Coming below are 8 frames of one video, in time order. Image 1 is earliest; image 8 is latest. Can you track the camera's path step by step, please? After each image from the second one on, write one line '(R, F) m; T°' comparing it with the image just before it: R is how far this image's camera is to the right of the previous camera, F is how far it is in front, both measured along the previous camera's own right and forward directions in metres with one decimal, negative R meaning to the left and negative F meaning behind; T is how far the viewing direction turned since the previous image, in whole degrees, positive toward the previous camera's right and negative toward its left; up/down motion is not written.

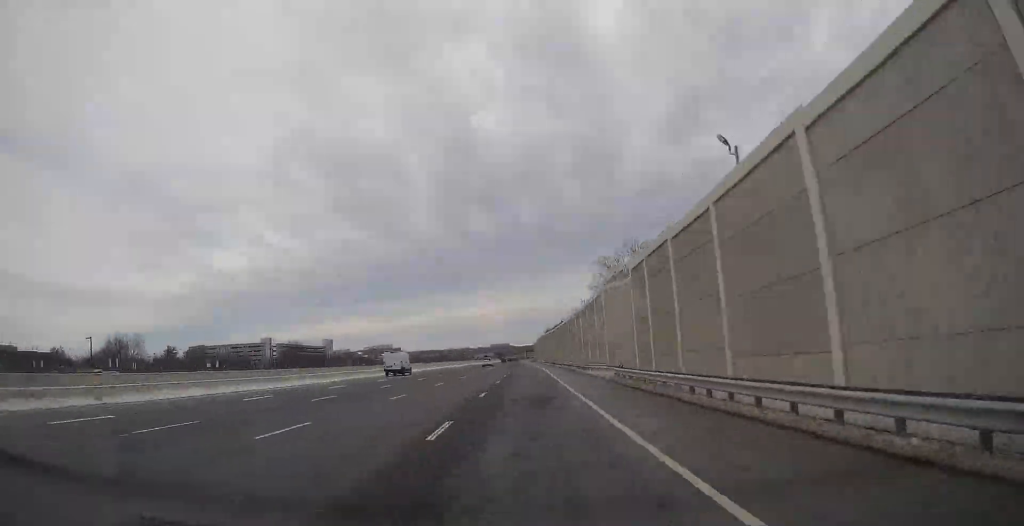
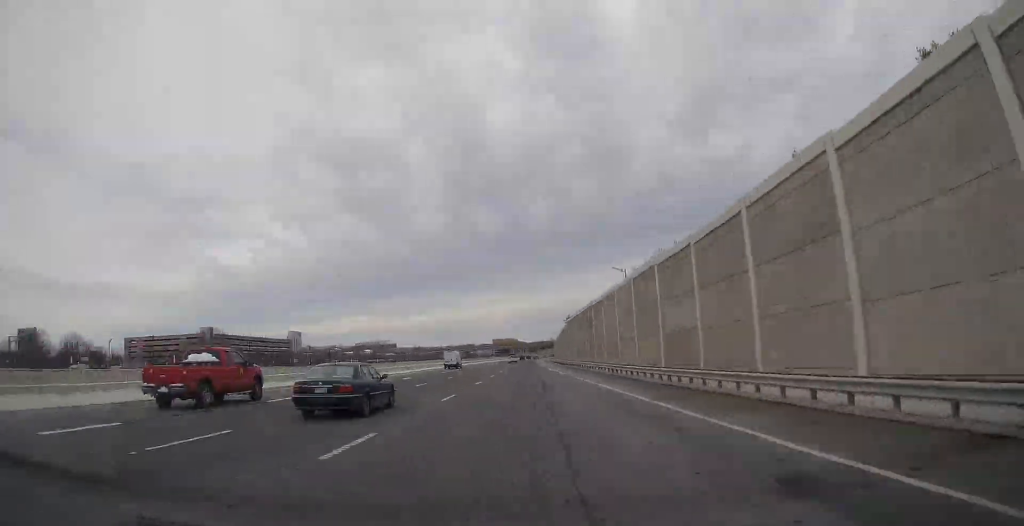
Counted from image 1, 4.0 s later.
(+0.8, +105.3) m; +1°
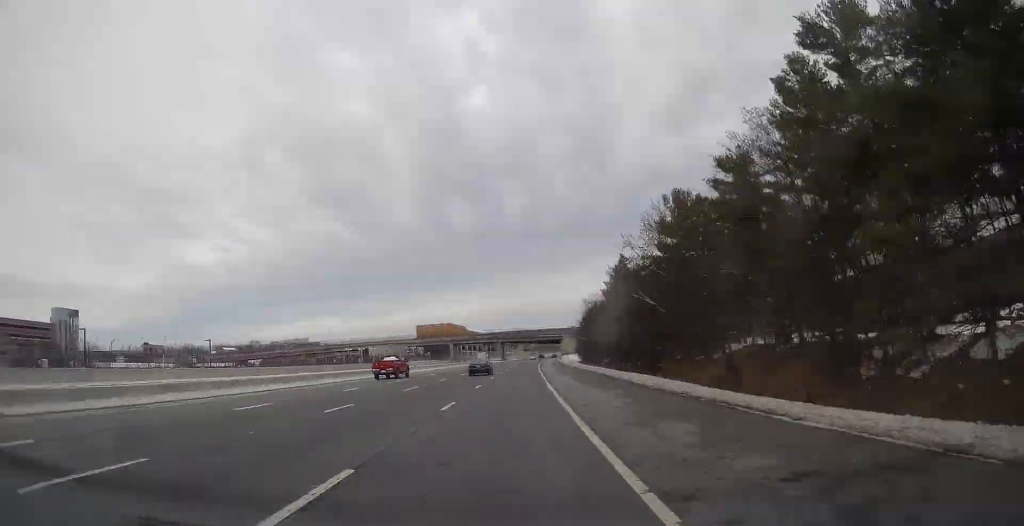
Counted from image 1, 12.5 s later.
(+5.9, +228.3) m; +4°
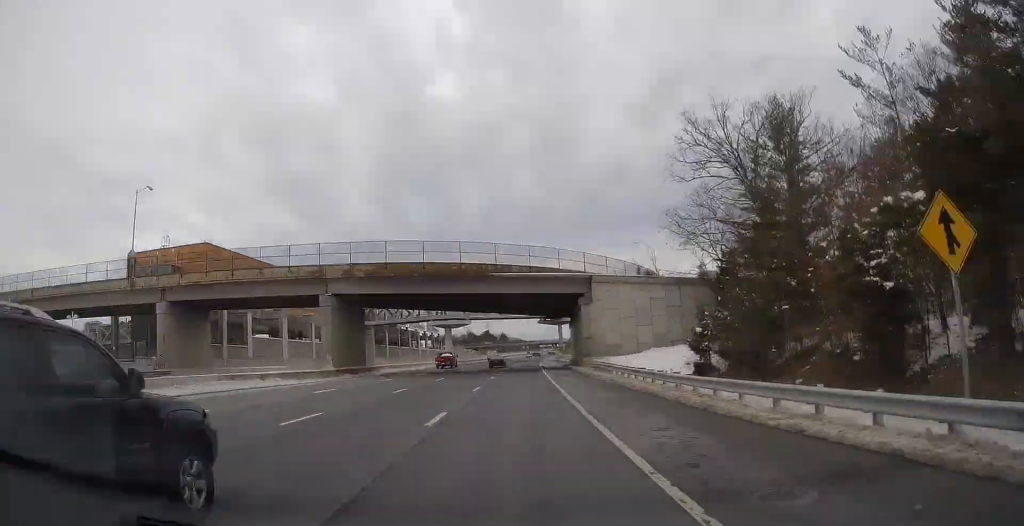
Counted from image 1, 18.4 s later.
(+4.4, +158.6) m; +4°
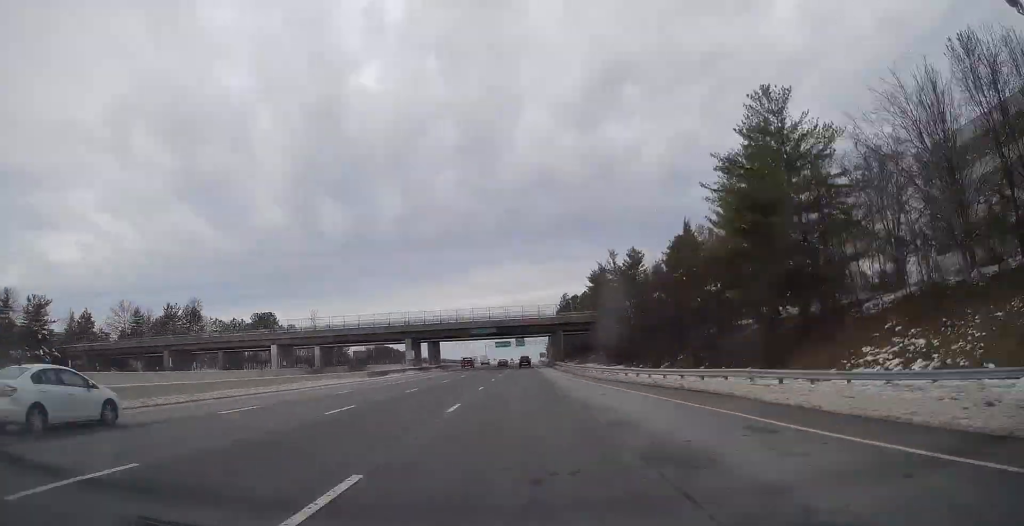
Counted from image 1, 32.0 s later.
(+28.1, +374.9) m; +7°
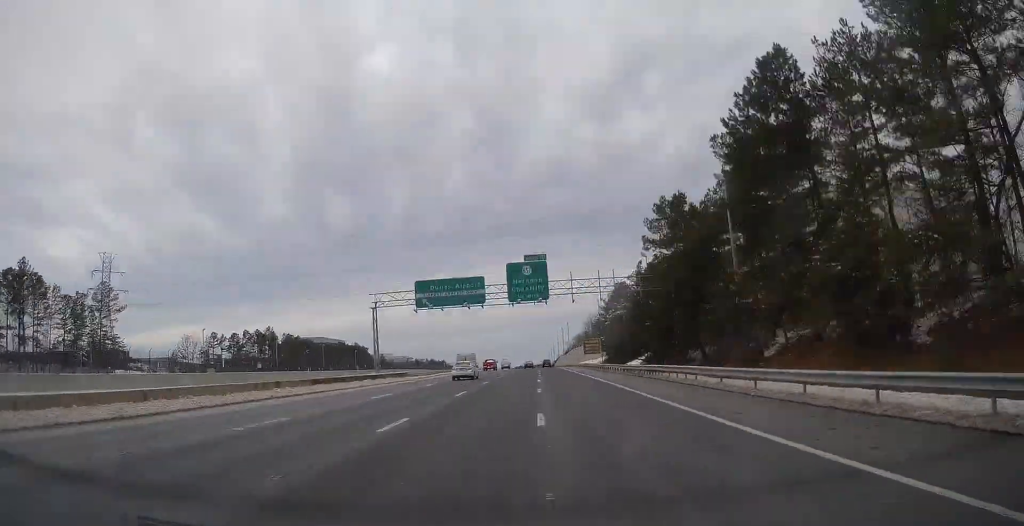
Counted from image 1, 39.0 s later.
(+3.0, +202.5) m; +1°
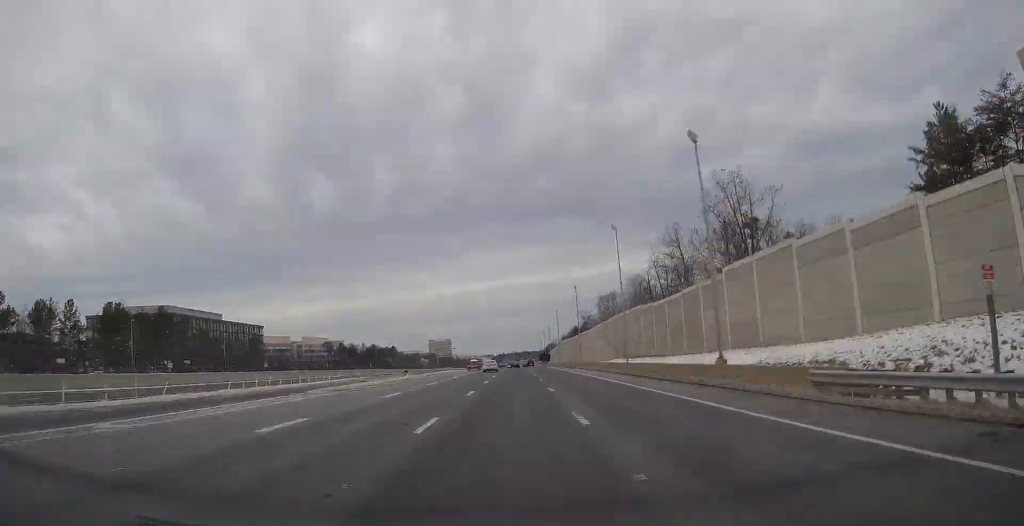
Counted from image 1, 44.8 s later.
(+0.5, +170.3) m; 0°
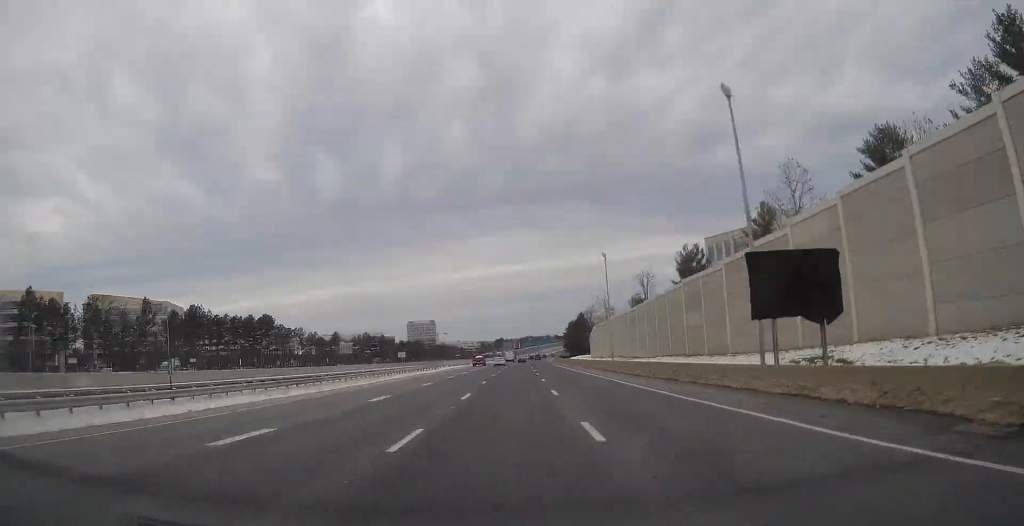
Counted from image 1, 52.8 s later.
(+0.7, +237.2) m; +2°
